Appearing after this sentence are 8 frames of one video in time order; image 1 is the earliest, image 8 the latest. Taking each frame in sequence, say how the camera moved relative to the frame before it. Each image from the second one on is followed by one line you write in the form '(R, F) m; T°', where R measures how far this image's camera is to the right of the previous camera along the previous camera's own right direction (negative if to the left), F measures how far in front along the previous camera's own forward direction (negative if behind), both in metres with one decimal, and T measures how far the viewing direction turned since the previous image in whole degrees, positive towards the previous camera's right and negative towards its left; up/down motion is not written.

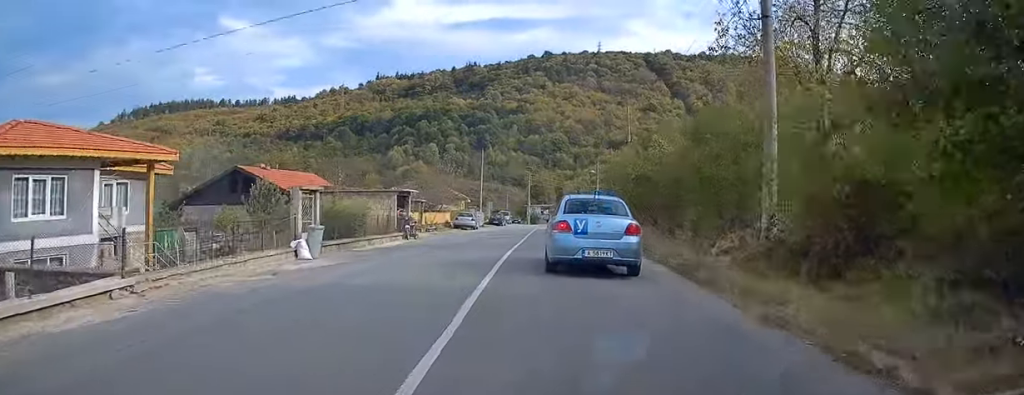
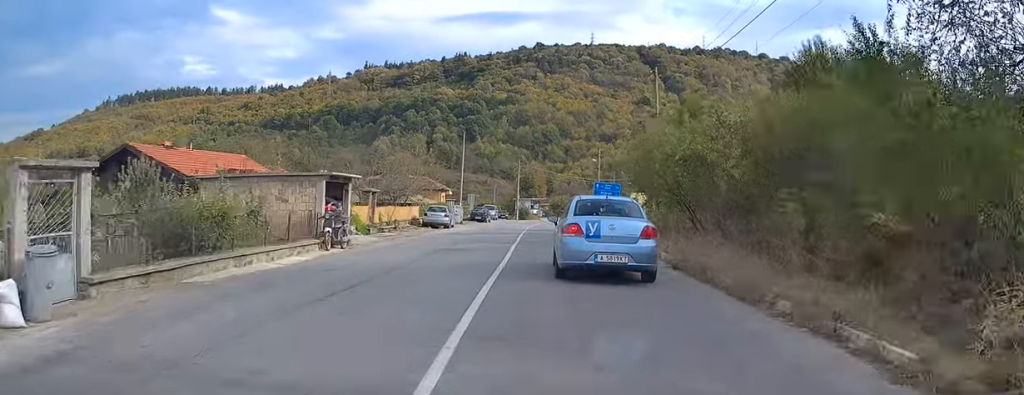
(+0.1, +11.4) m; +1°
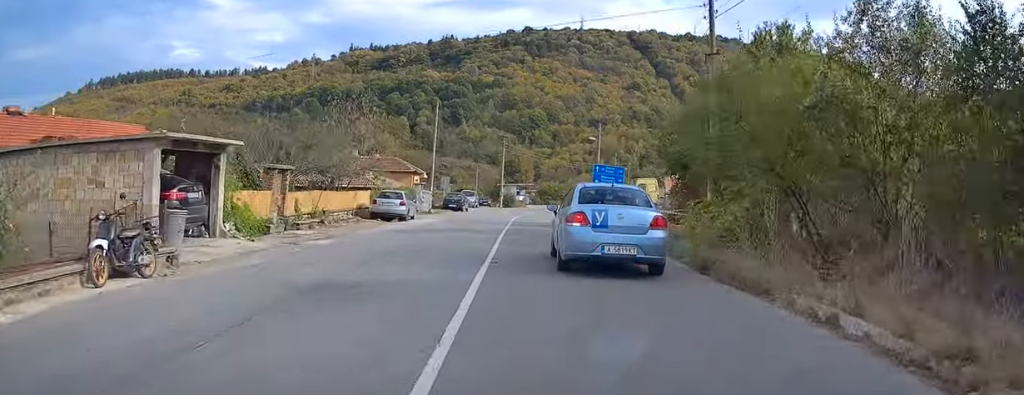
(+0.1, +10.8) m; +1°
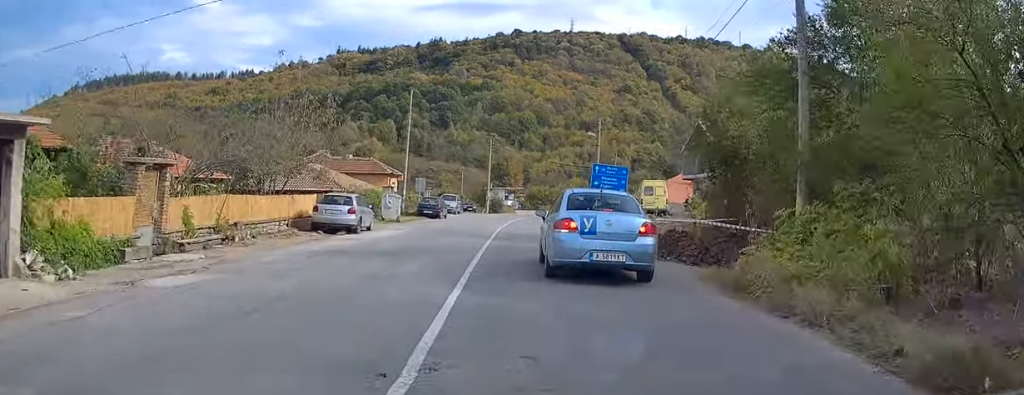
(0.0, +7.3) m; +1°
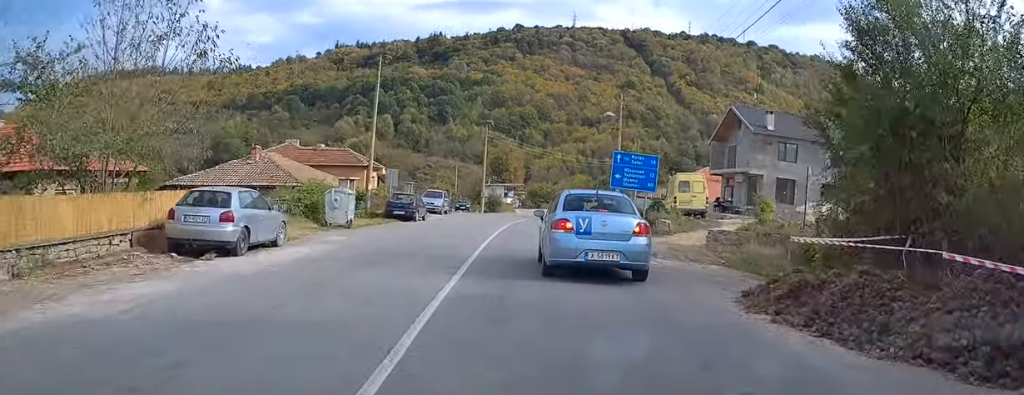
(+0.1, +10.3) m; +2°
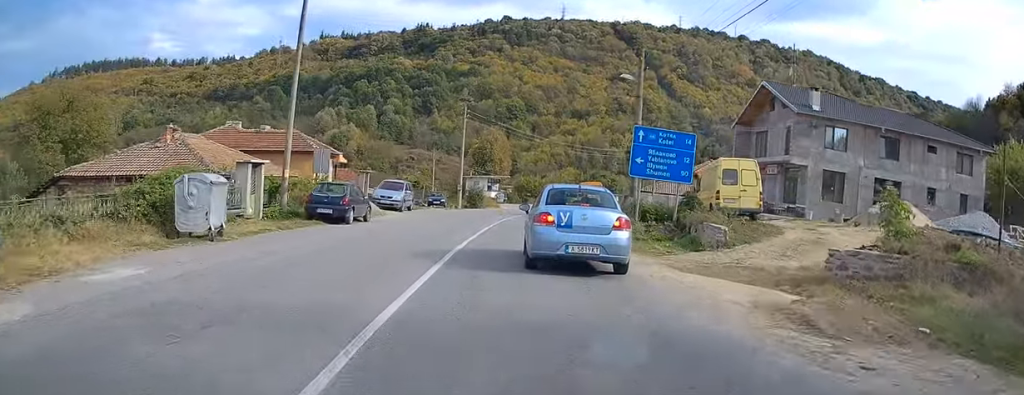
(+0.2, +10.4) m; +2°
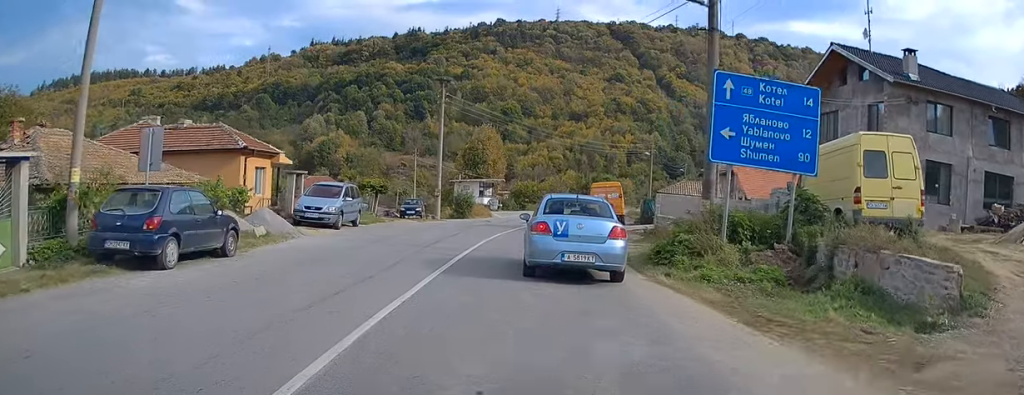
(+0.1, +11.9) m; +1°
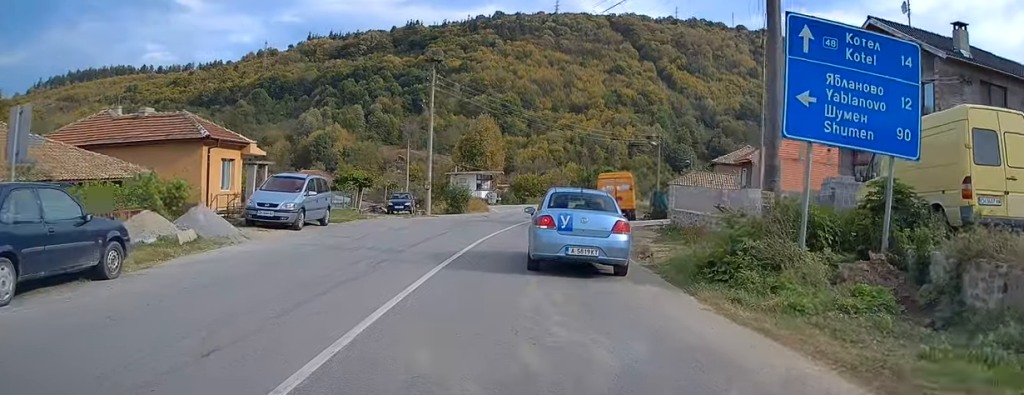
(0.0, +4.3) m; 0°
